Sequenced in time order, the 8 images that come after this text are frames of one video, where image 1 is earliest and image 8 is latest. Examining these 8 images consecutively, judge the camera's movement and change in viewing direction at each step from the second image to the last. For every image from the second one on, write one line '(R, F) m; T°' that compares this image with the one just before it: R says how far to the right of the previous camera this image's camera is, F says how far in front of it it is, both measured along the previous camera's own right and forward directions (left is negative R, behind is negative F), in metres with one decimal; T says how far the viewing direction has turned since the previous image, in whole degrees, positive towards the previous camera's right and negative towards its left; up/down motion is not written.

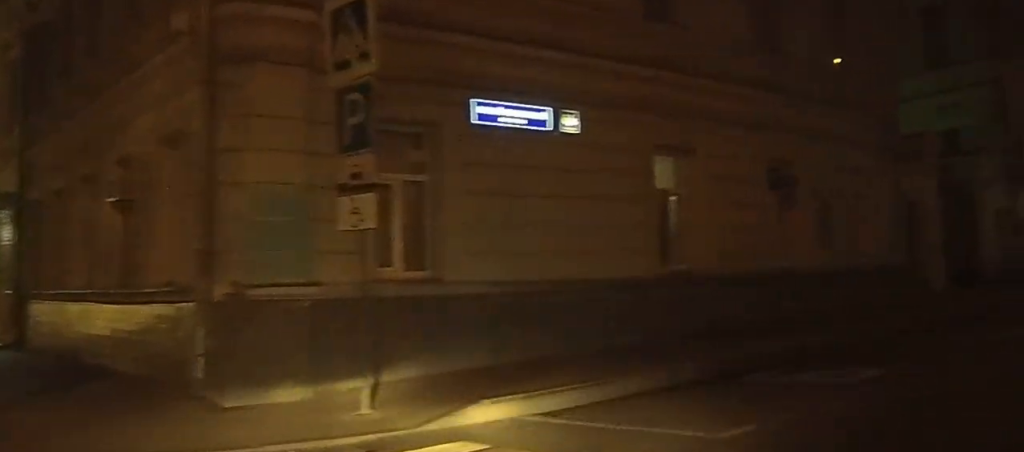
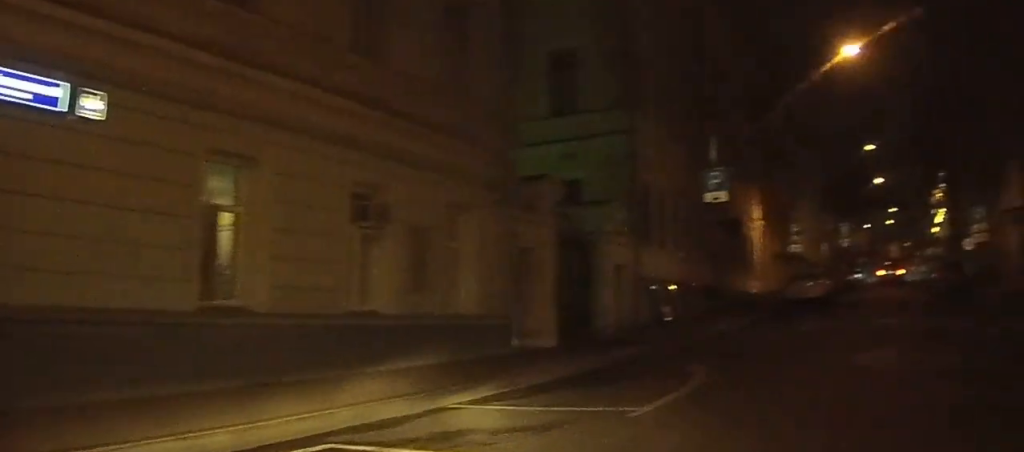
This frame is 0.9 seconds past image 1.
(+0.4, +2.8) m; +20°
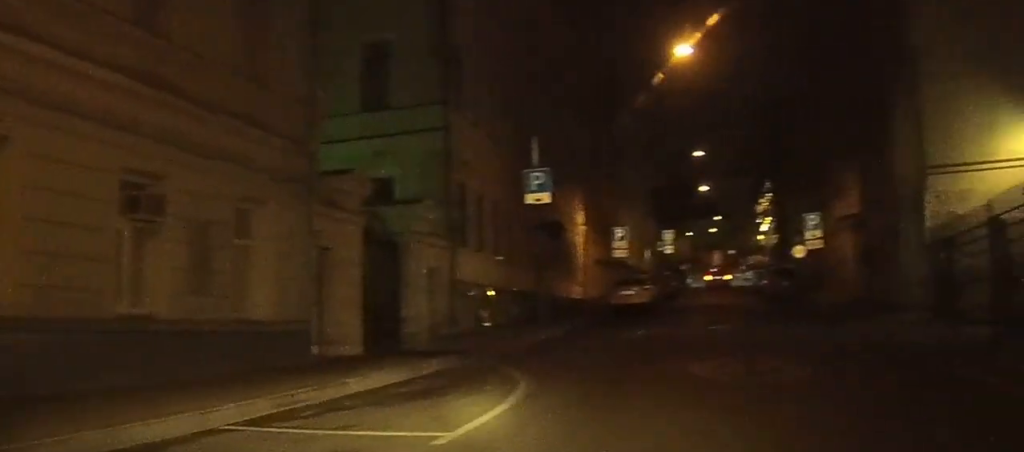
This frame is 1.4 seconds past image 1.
(0.0, +1.3) m; +9°
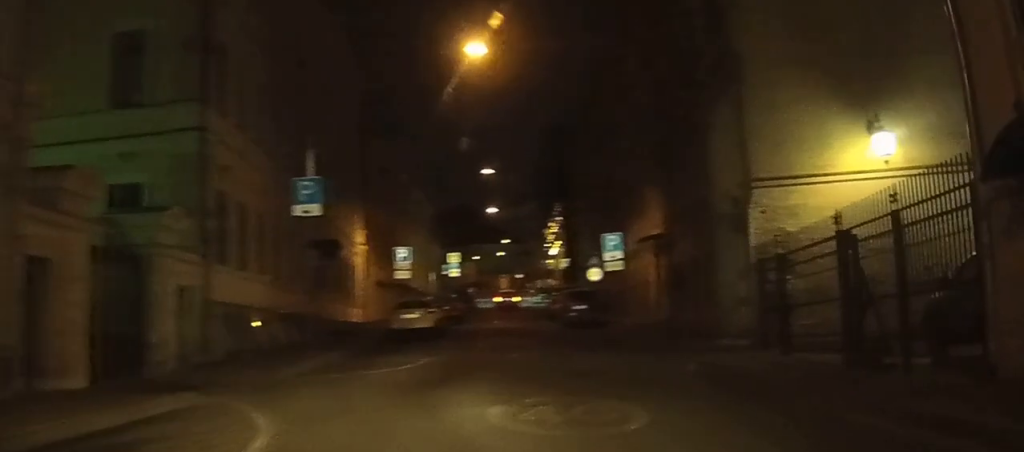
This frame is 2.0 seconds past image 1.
(+0.3, +2.0) m; +11°
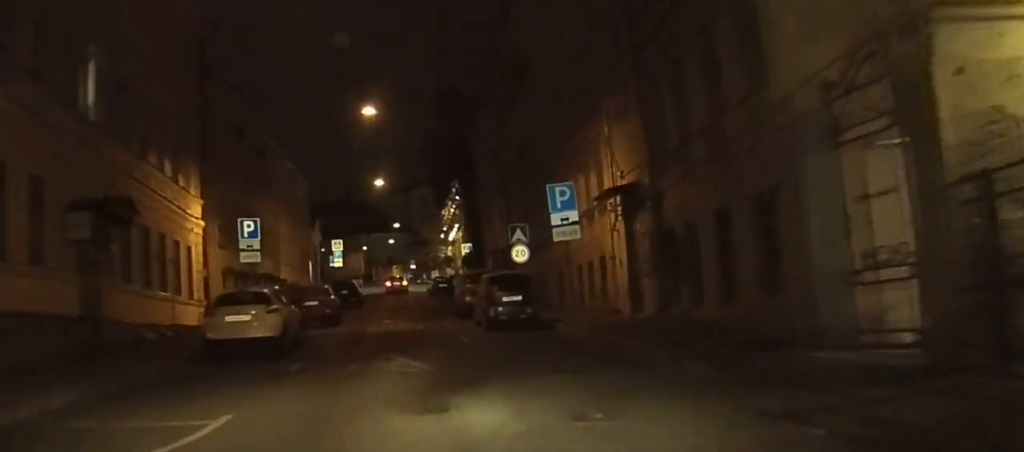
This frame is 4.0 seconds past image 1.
(+1.2, +6.6) m; +12°
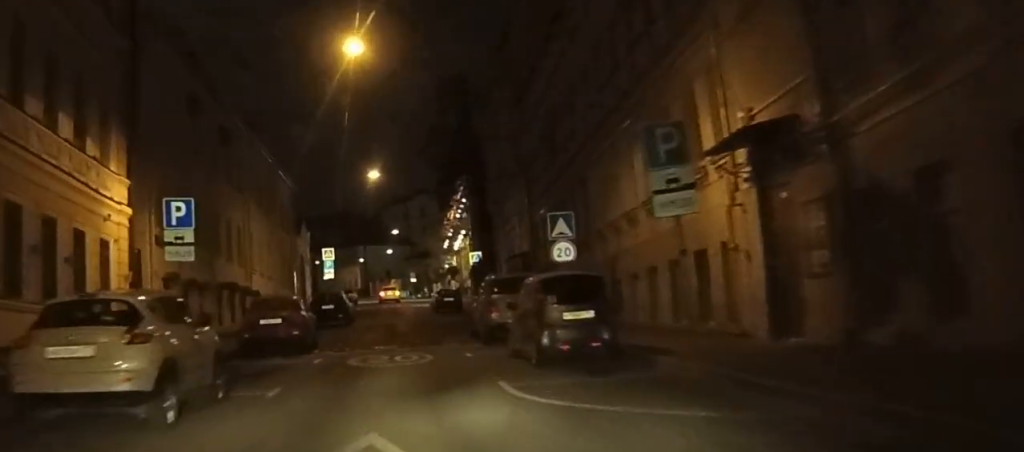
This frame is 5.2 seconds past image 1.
(-0.2, +4.3) m; +10°
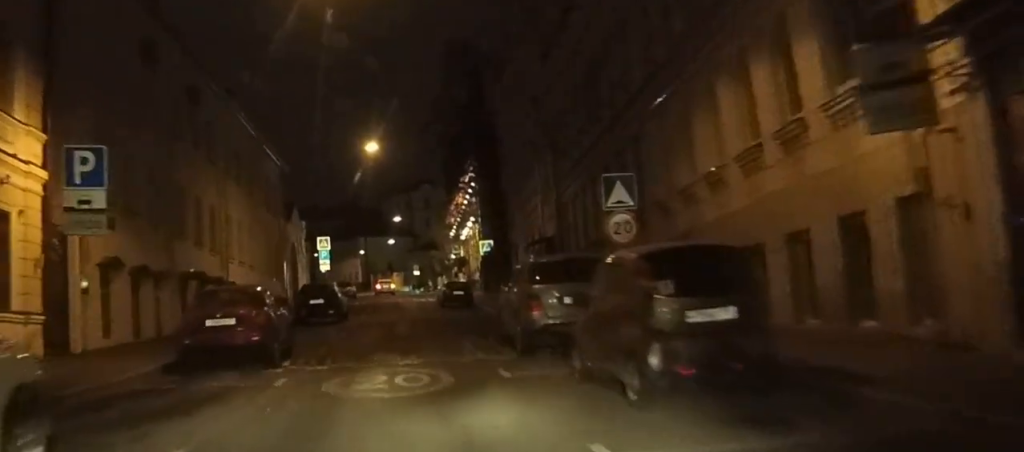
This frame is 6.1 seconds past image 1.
(+0.7, +3.3) m; +4°
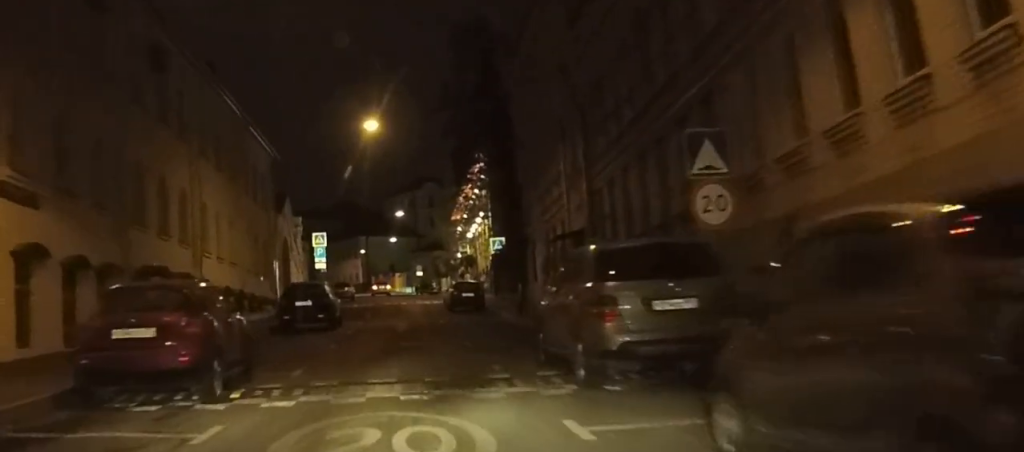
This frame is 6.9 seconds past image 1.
(-0.3, +3.3) m; -4°
